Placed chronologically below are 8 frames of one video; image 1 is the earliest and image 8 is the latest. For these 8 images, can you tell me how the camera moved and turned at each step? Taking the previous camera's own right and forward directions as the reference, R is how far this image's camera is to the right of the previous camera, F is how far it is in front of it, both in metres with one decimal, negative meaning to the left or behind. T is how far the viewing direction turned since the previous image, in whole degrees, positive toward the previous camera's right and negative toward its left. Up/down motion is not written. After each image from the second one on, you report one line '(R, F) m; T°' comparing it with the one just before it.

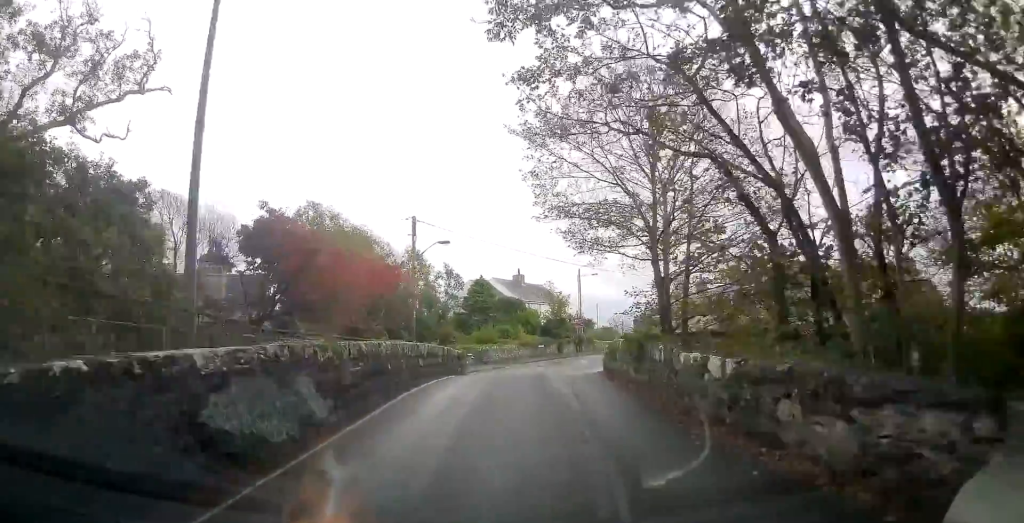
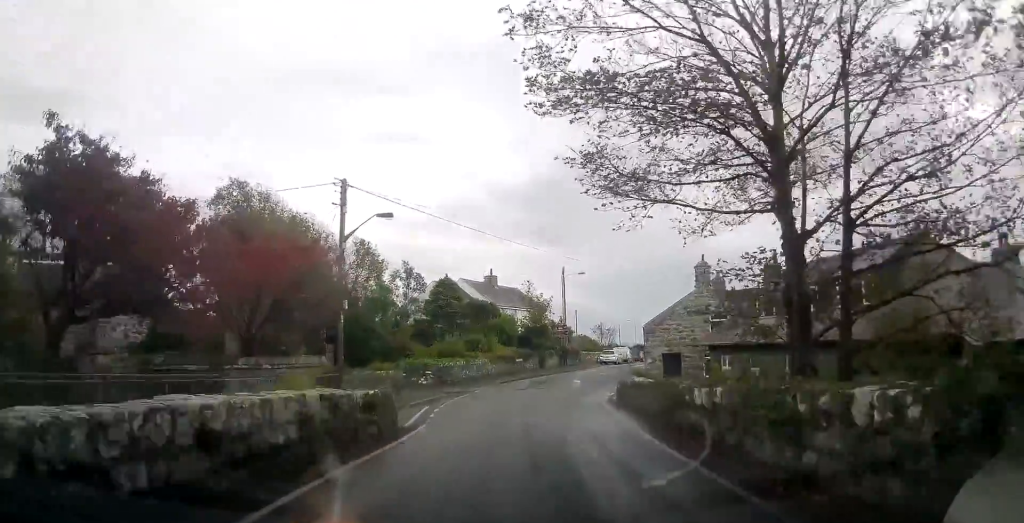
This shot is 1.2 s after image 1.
(+0.1, +10.6) m; +1°
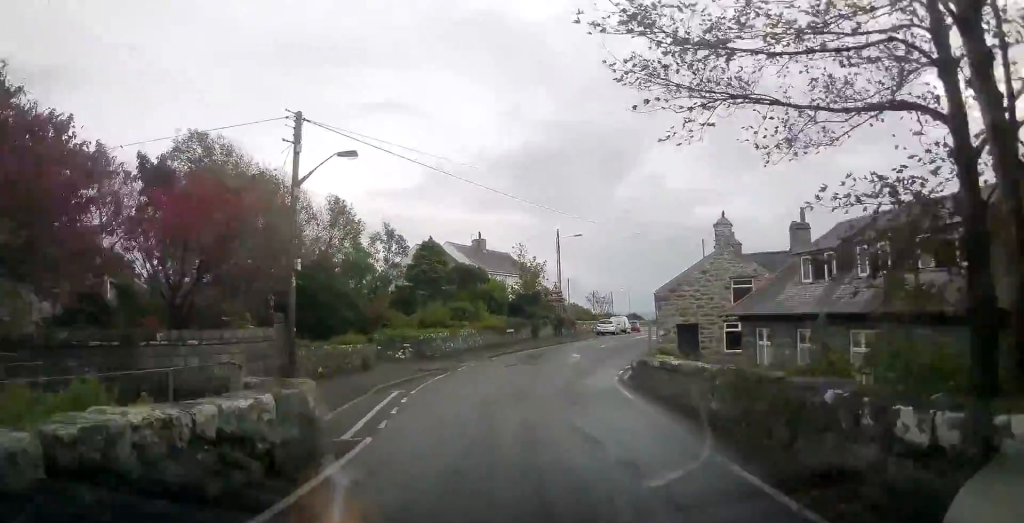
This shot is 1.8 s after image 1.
(0.0, +4.8) m; +1°
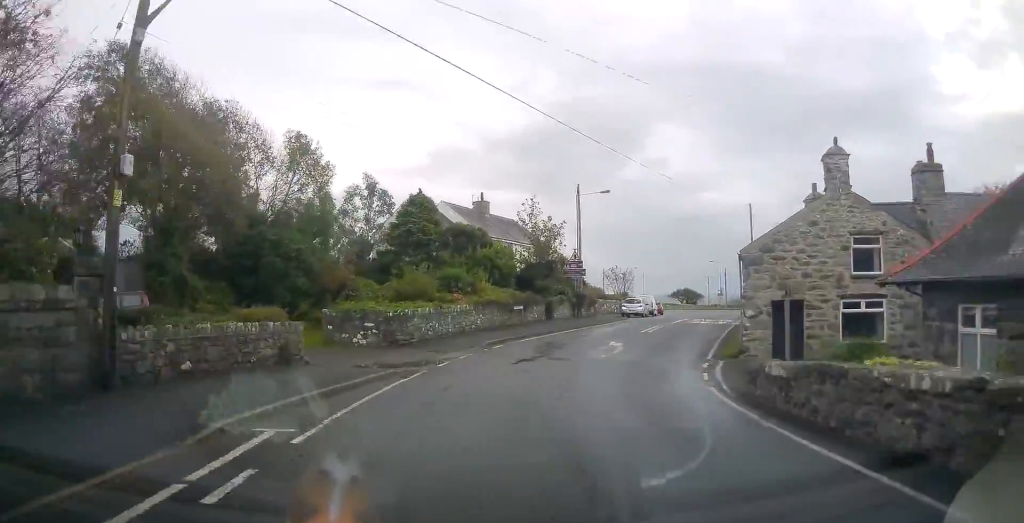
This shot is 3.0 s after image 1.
(+0.3, +10.4) m; +3°
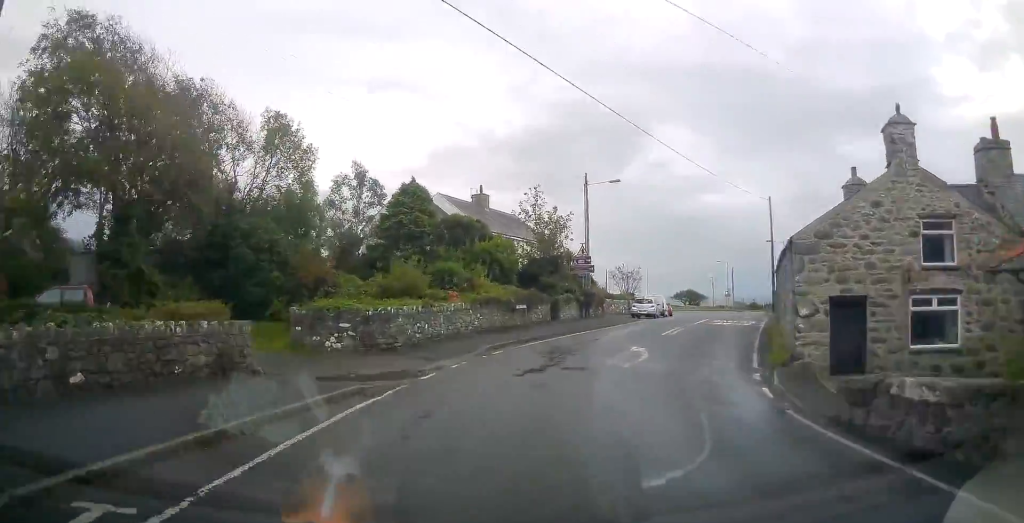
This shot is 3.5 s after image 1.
(0.0, +3.7) m; +1°
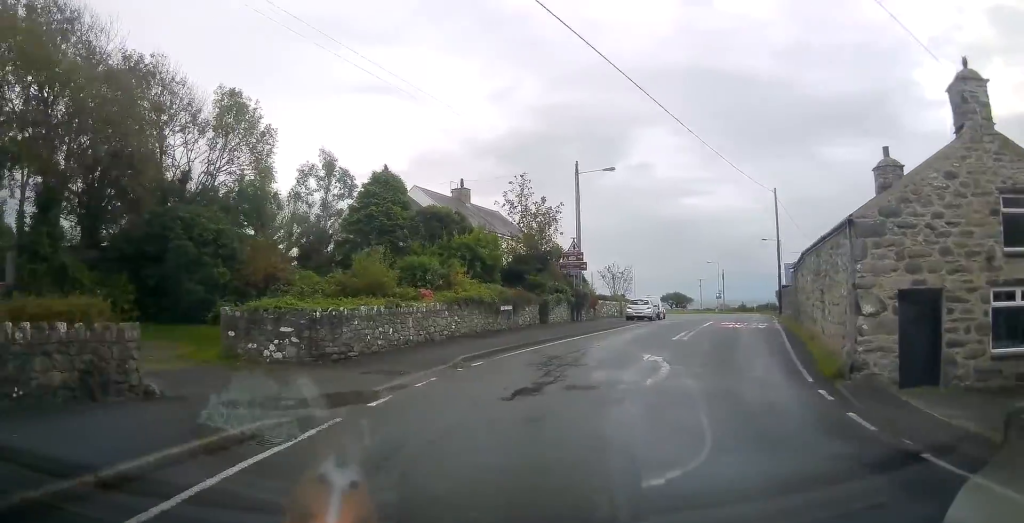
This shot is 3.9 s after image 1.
(+0.1, +3.9) m; +2°
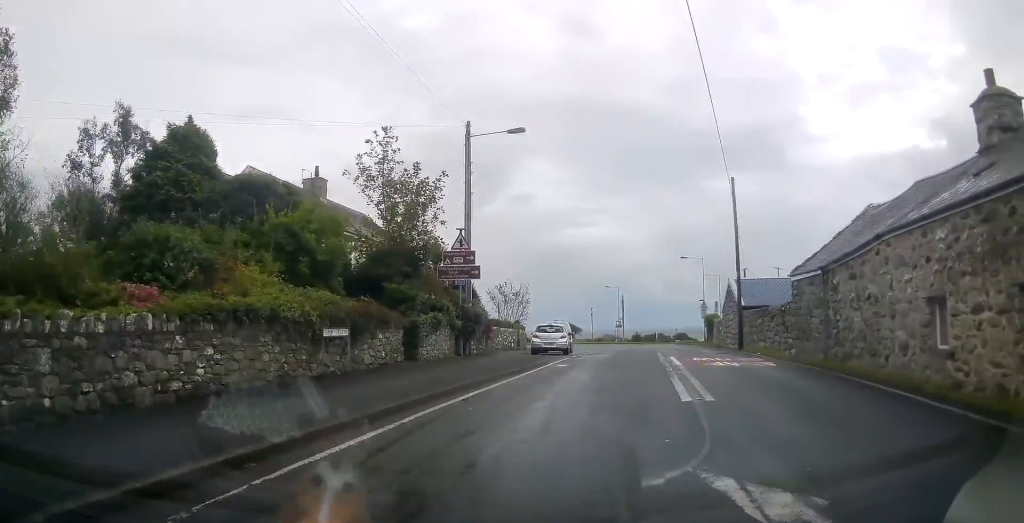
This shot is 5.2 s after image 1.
(+0.7, +11.3) m; +9°
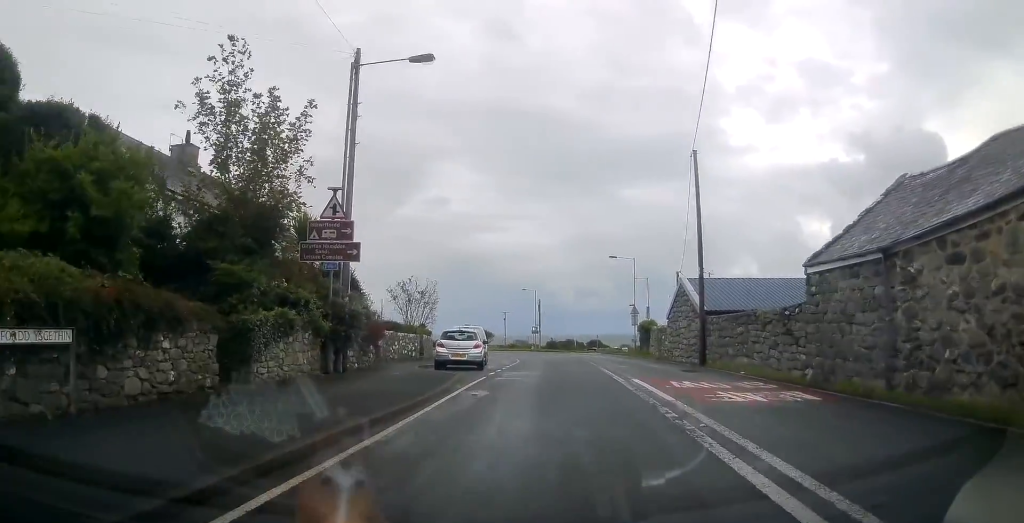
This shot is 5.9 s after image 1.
(+0.4, +6.7) m; +6°
